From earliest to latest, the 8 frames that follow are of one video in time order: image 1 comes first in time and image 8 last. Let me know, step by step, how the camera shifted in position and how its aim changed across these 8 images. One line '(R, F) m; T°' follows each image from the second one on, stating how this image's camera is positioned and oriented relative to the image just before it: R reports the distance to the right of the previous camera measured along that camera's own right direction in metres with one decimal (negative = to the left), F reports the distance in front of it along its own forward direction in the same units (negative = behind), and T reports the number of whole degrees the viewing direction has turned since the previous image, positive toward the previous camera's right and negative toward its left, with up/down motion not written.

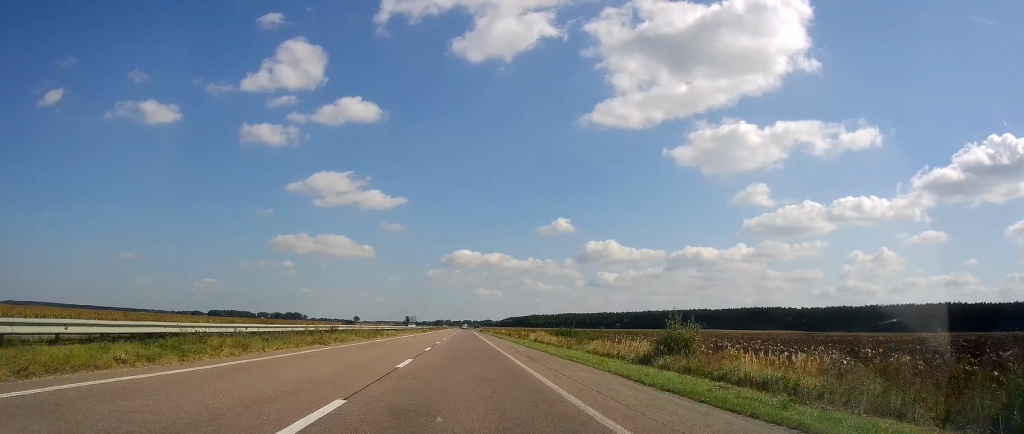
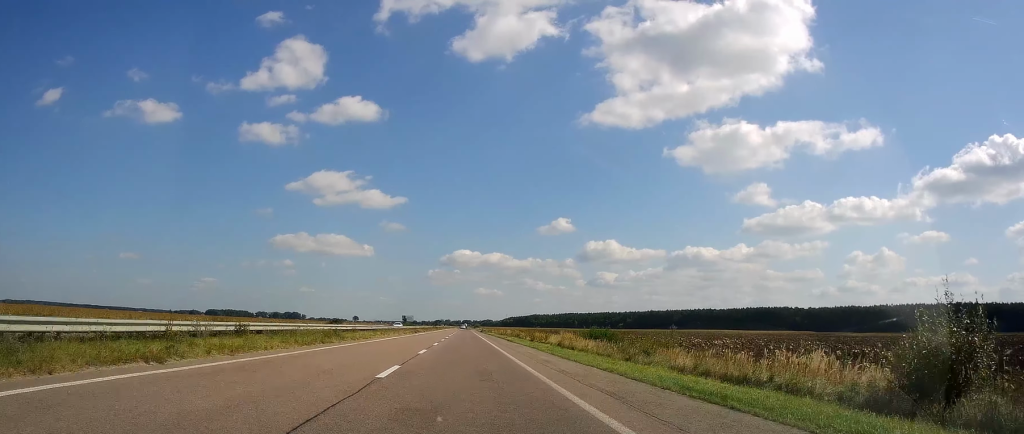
(+0.1, +15.7) m; 0°
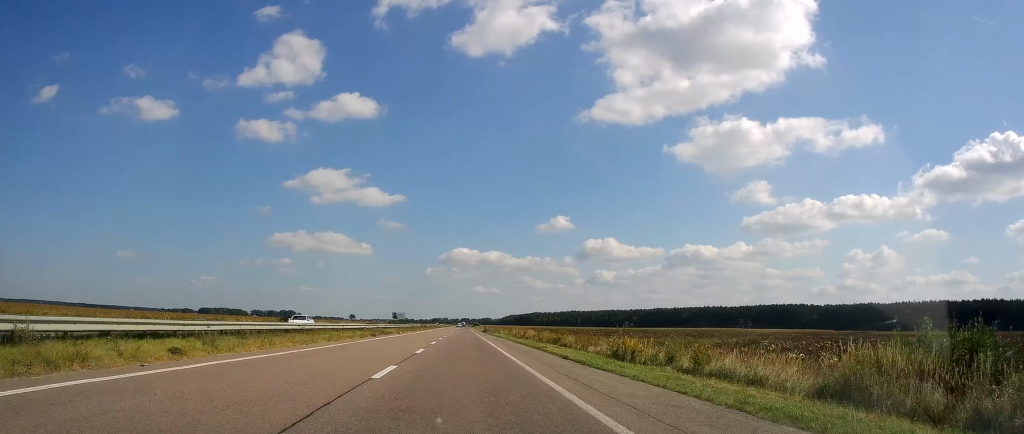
(+0.4, +37.2) m; 0°
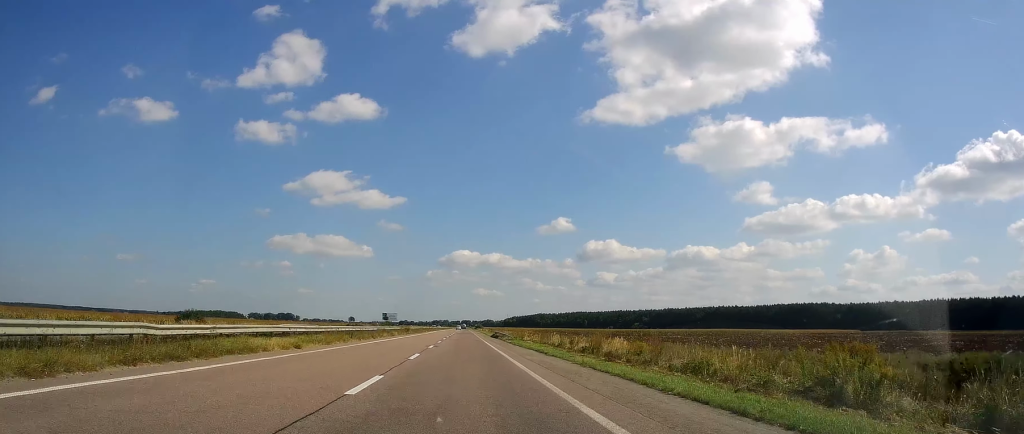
(-0.4, +38.6) m; -1°
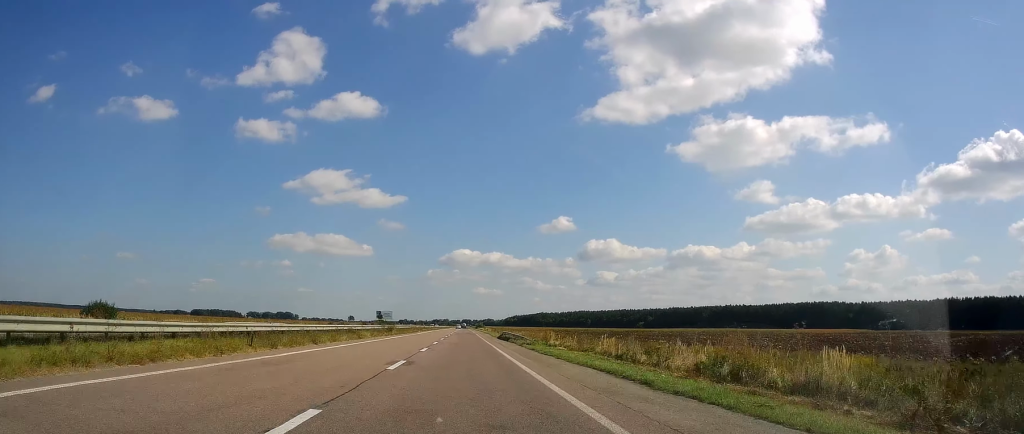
(-0.2, +18.6) m; 0°
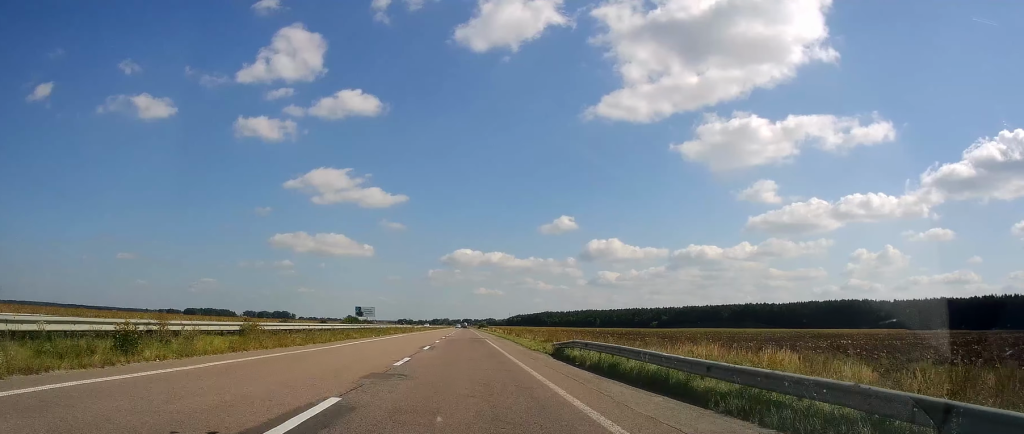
(+0.2, +47.4) m; 0°
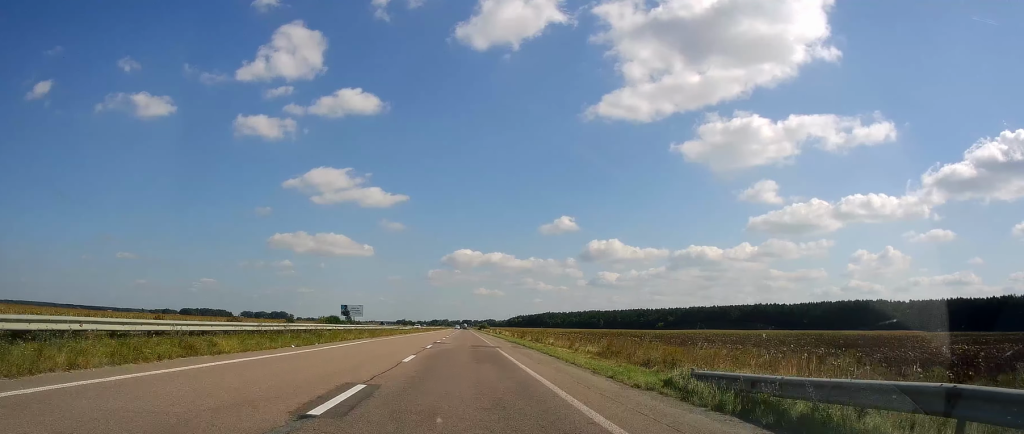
(-0.3, +21.5) m; 0°
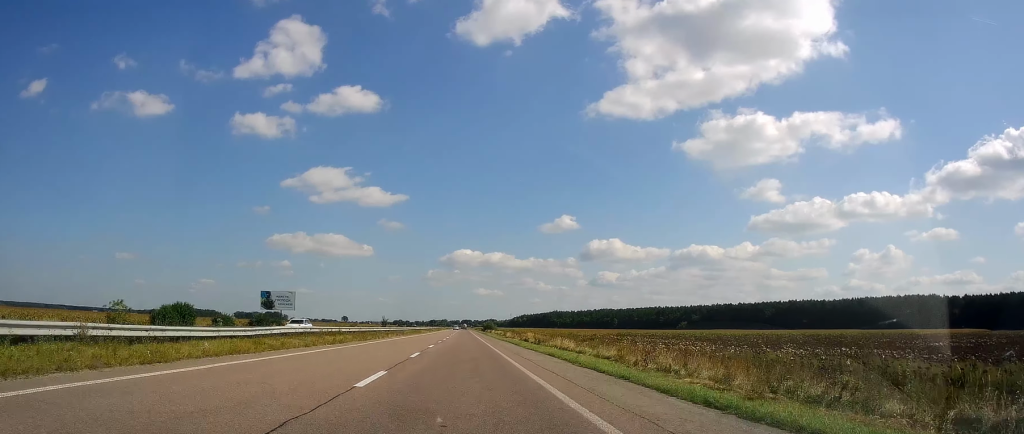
(0.0, +67.3) m; 0°
